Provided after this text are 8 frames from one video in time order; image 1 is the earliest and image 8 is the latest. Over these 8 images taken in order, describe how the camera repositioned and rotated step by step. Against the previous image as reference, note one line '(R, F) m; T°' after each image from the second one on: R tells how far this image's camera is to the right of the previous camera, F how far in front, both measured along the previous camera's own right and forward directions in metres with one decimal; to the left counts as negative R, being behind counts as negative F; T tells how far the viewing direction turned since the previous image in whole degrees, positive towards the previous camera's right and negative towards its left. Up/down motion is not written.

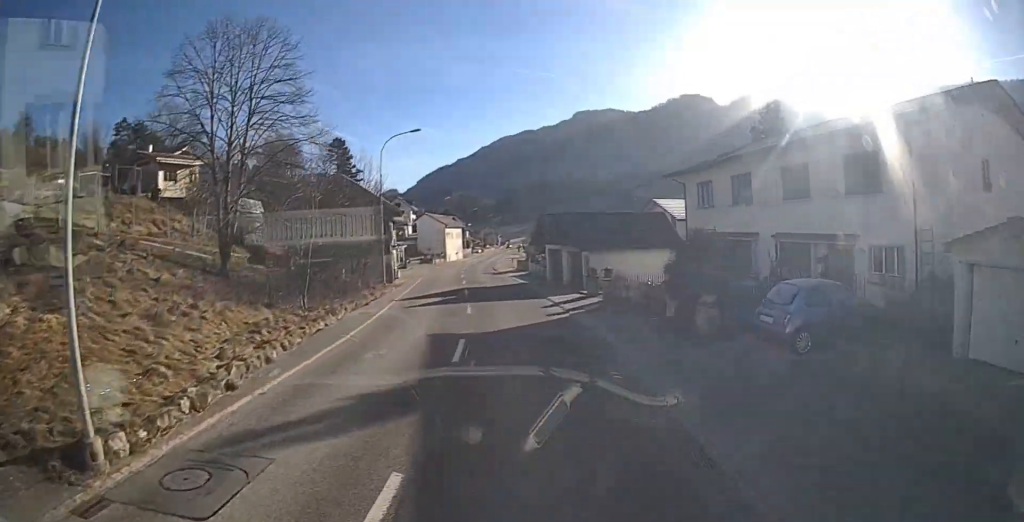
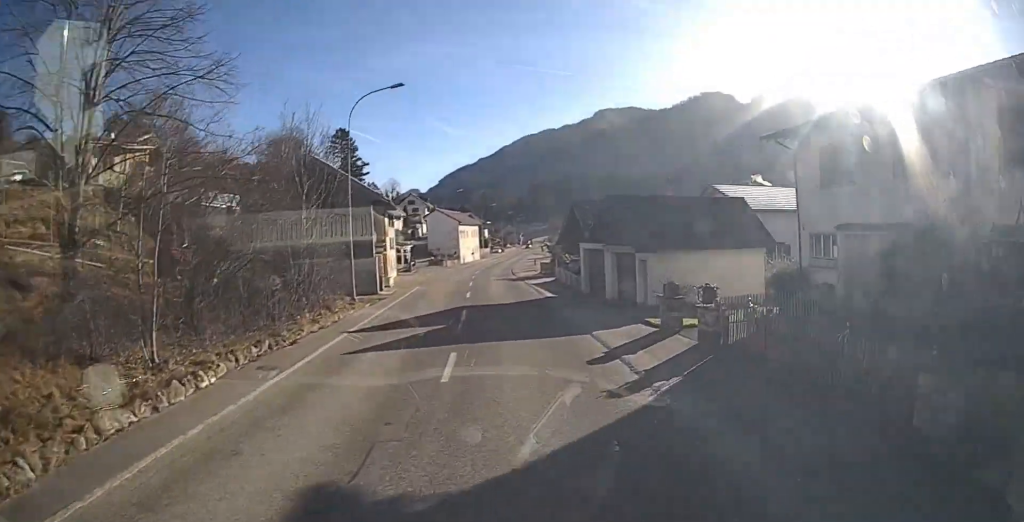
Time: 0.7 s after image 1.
(-0.2, +10.8) m; -3°
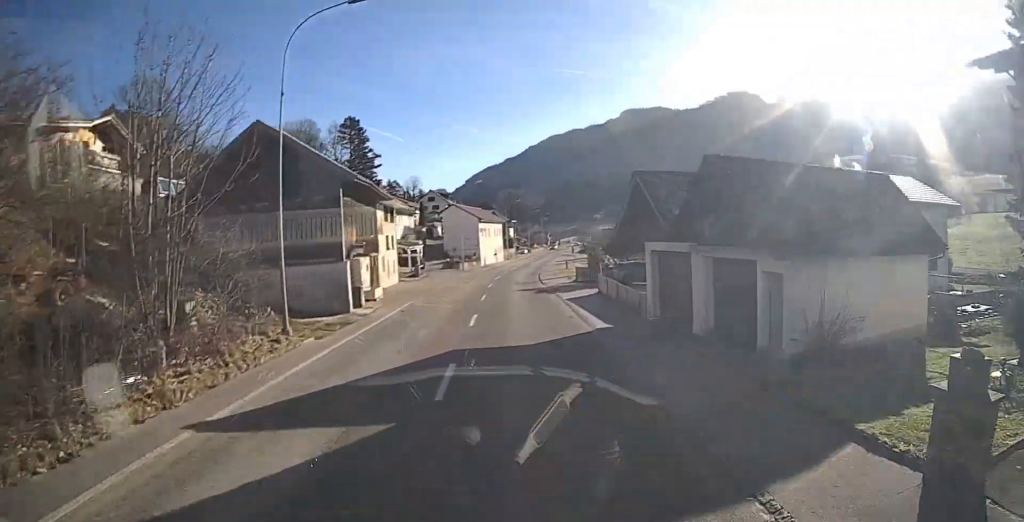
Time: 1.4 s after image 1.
(-0.3, +10.3) m; -2°
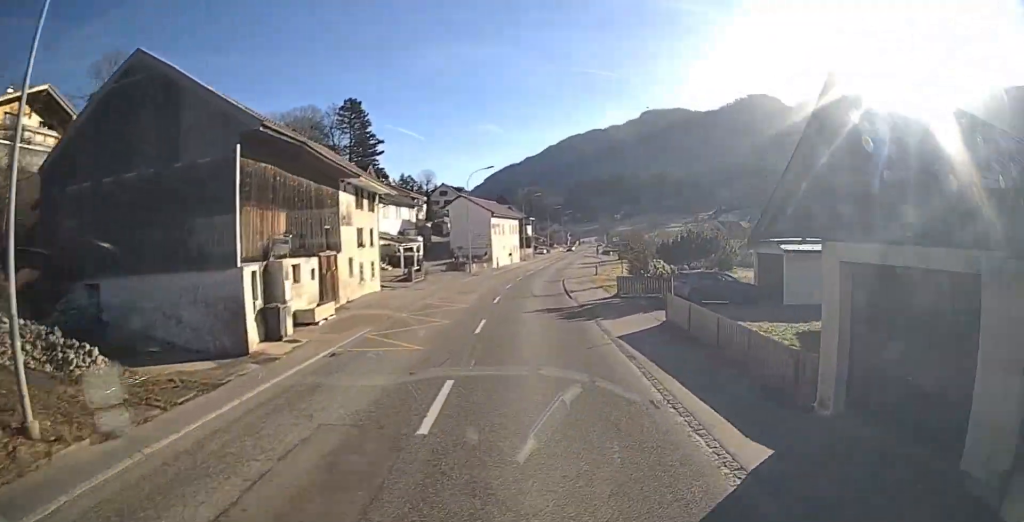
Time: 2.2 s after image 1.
(-0.3, +10.8) m; -2°
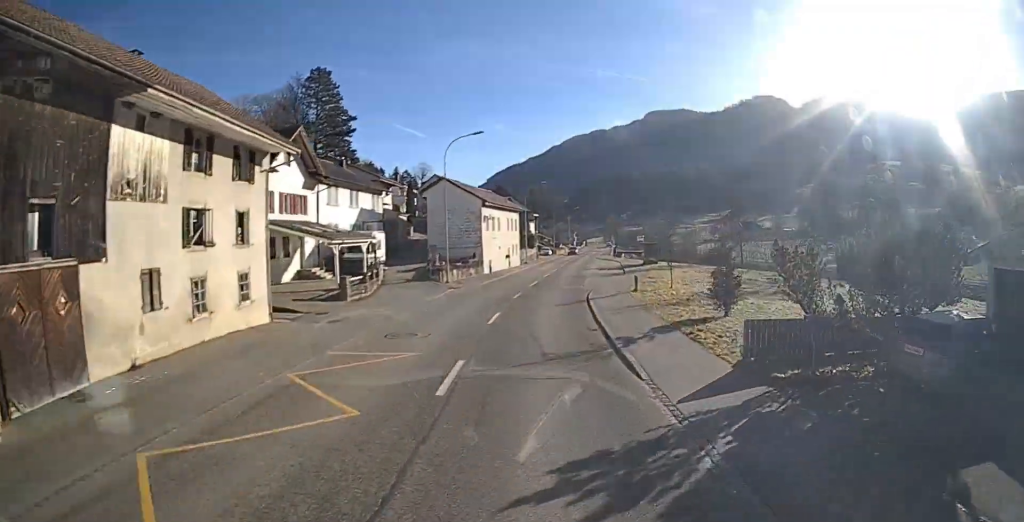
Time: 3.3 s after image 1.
(-0.1, +16.1) m; -1°
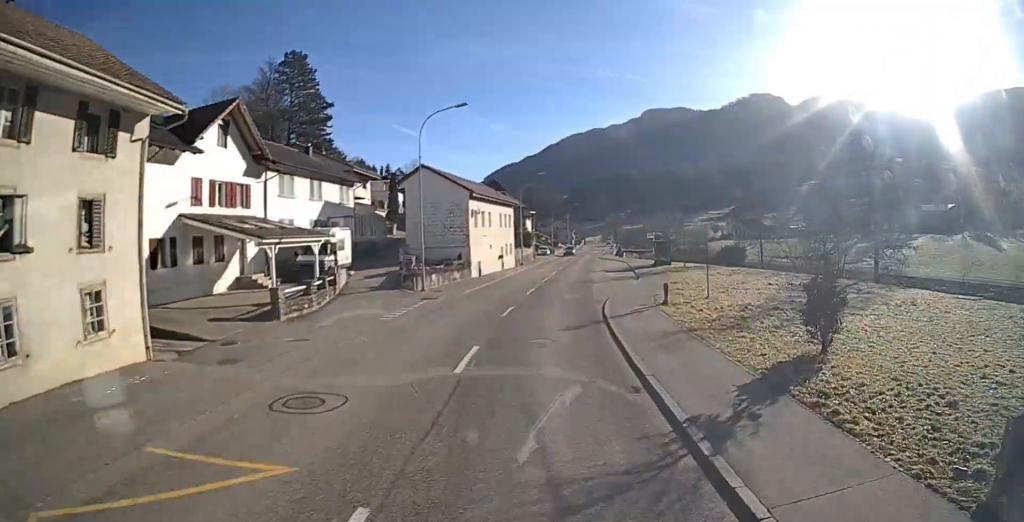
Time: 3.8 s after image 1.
(-0.1, +7.3) m; 0°
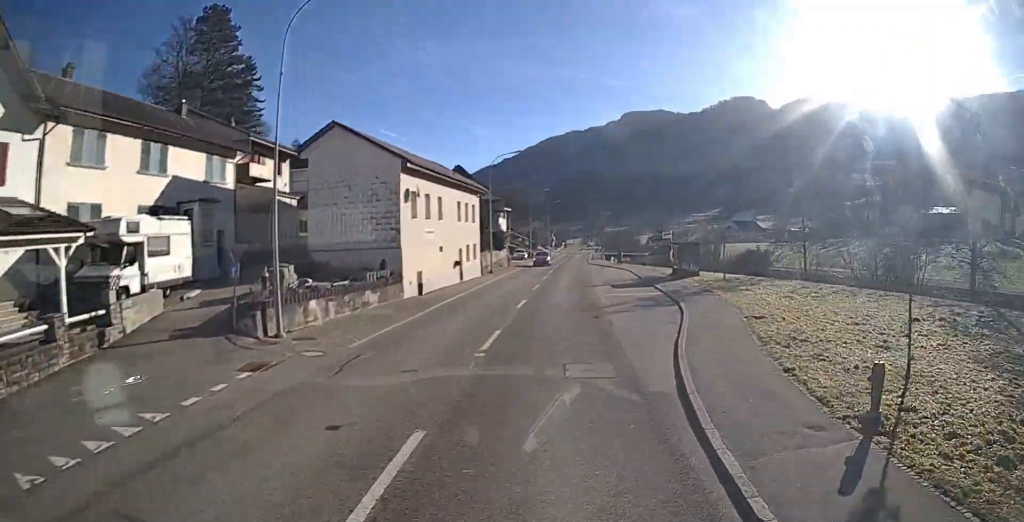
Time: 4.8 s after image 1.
(-0.1, +15.5) m; 0°
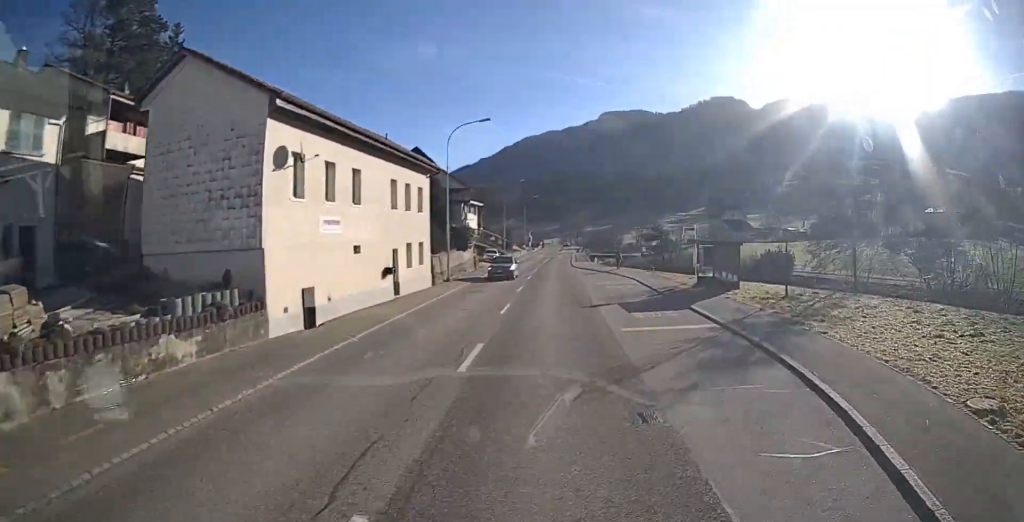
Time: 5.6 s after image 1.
(0.0, +11.5) m; +2°
